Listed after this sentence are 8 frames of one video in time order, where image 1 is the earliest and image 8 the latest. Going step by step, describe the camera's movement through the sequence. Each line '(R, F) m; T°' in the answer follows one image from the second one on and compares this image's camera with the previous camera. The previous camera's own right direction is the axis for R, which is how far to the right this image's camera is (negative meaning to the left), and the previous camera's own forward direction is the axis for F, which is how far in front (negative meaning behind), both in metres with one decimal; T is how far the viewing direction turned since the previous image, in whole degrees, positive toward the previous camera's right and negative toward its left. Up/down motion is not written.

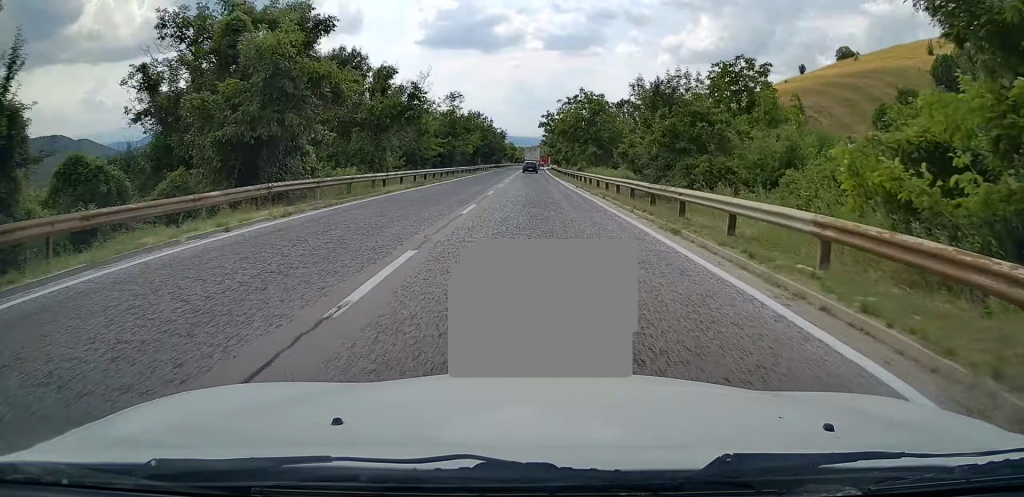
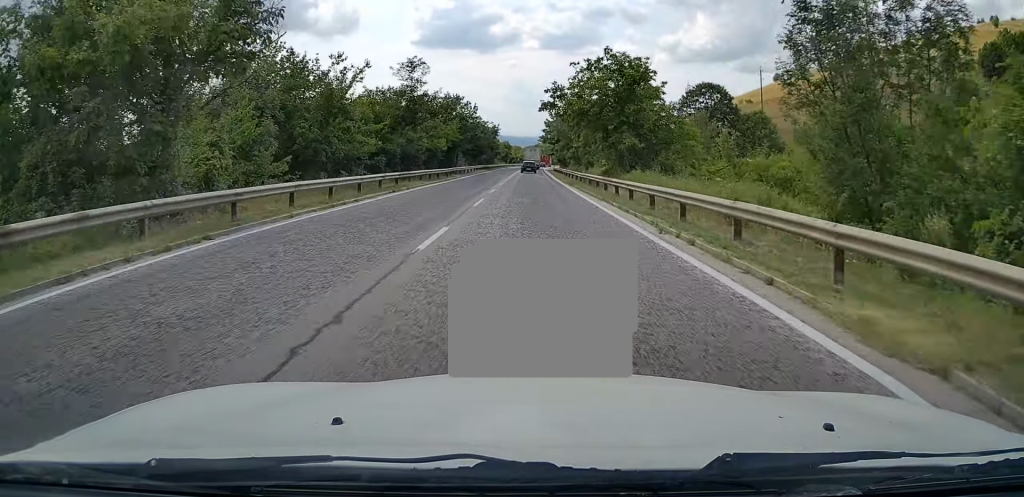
(0.0, +23.0) m; 0°
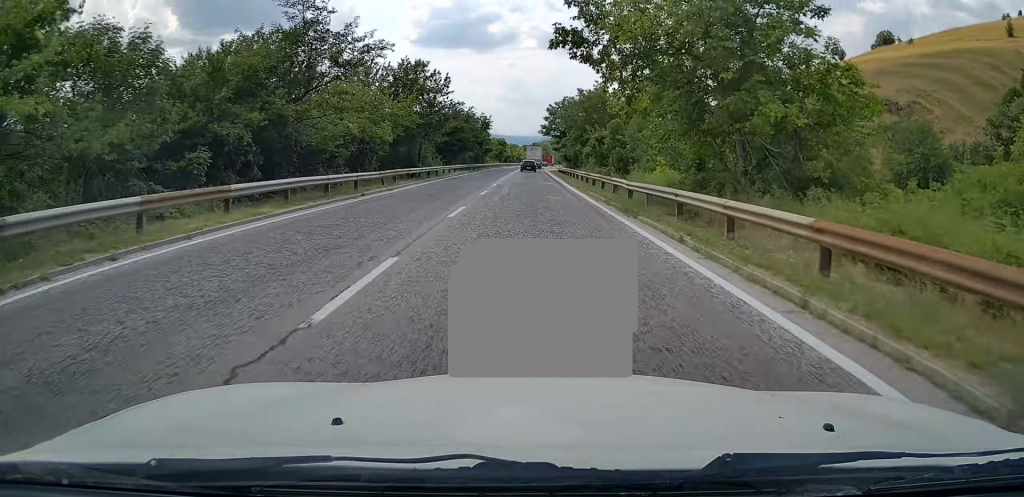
(0.0, +22.6) m; 0°
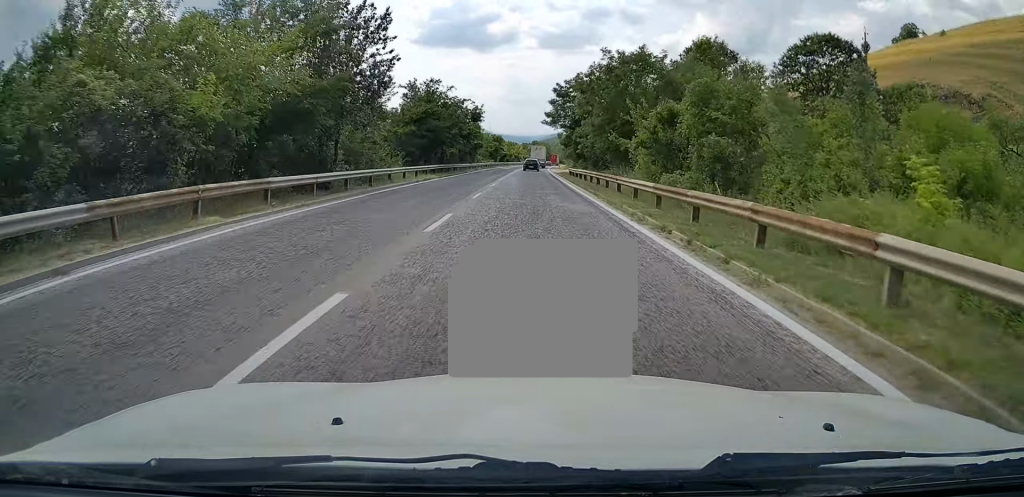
(0.0, +20.4) m; 0°
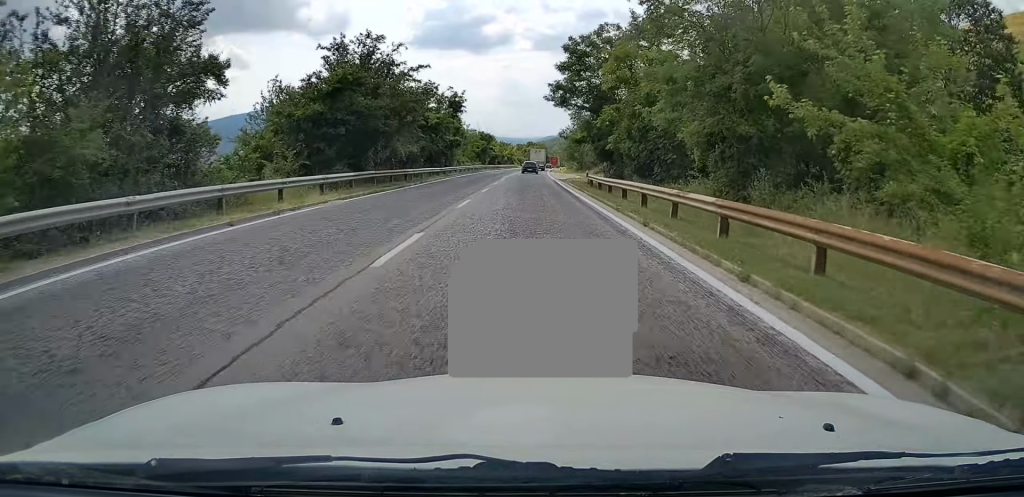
(0.0, +21.3) m; +1°
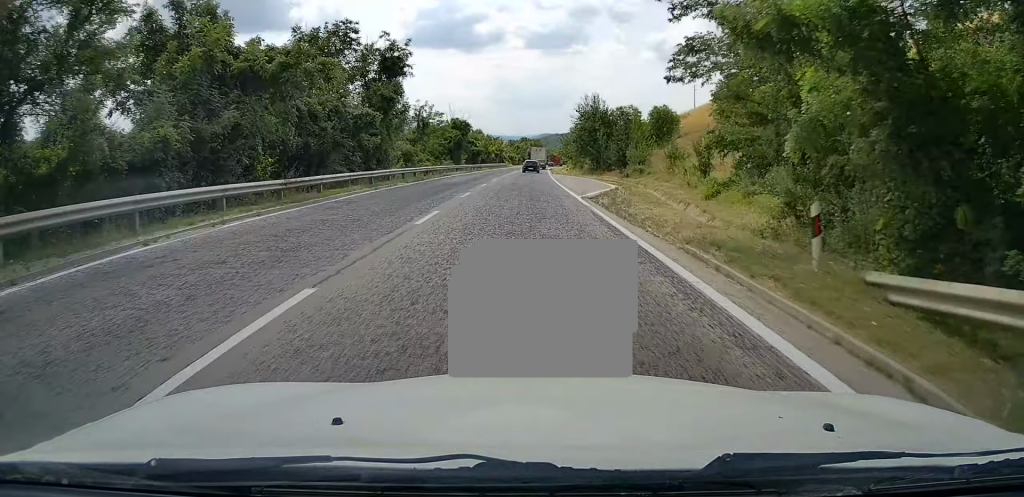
(+0.1, +31.3) m; 0°
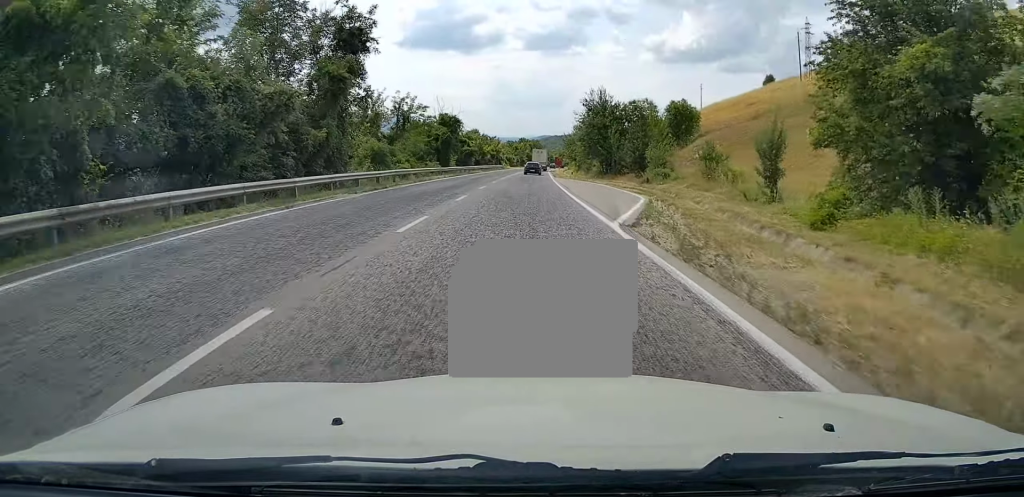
(-0.2, +9.9) m; 0°
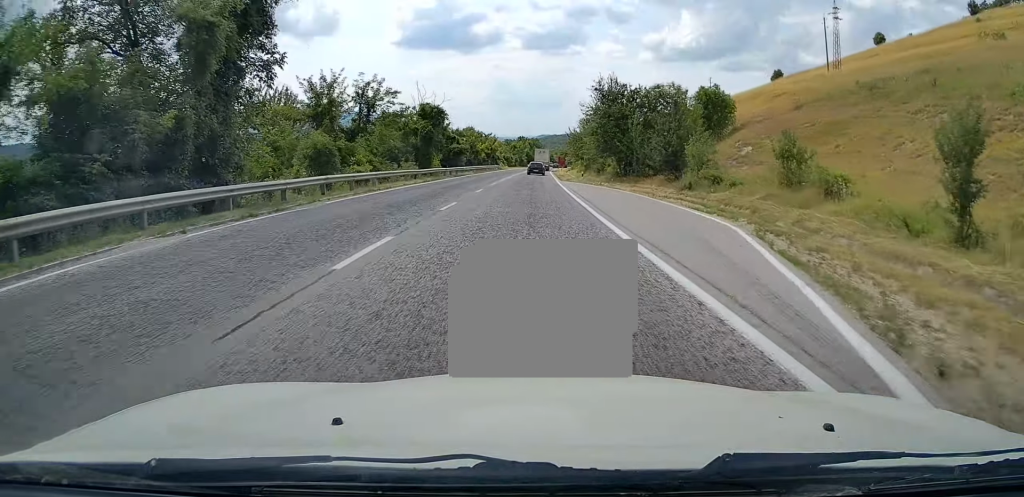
(+0.2, +12.2) m; +1°
